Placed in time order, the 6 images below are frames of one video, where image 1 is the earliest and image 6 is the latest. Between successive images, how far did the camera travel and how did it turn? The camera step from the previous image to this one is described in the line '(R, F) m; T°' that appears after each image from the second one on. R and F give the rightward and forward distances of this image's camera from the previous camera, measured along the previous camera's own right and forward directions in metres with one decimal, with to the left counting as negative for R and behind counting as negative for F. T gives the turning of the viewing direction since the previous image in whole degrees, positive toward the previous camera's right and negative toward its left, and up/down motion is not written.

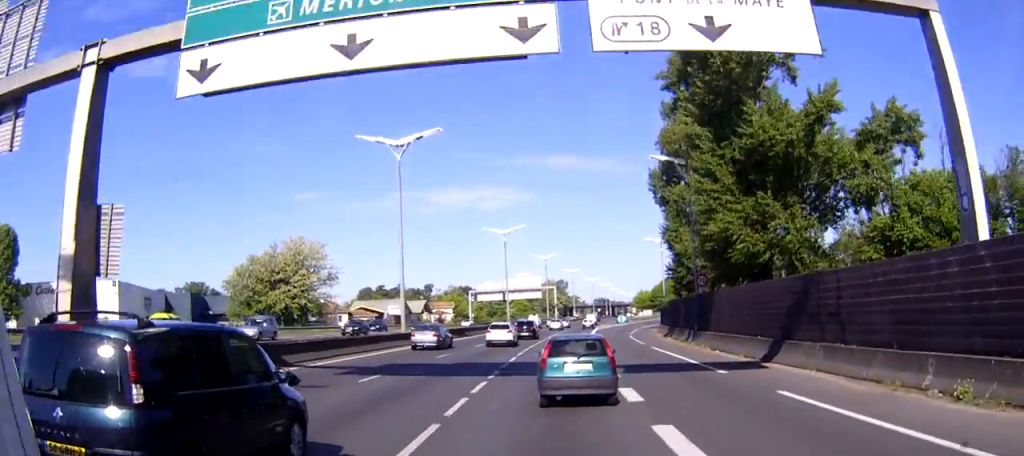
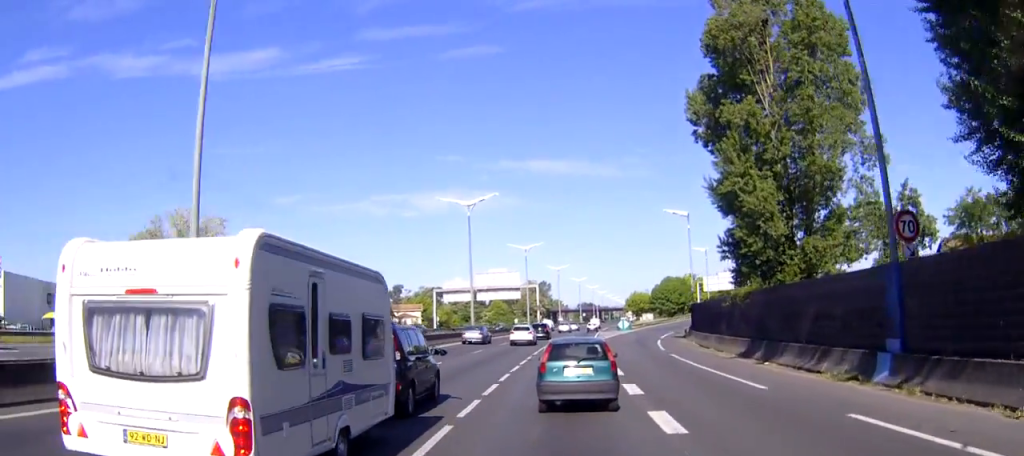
(0.0, +29.6) m; 0°
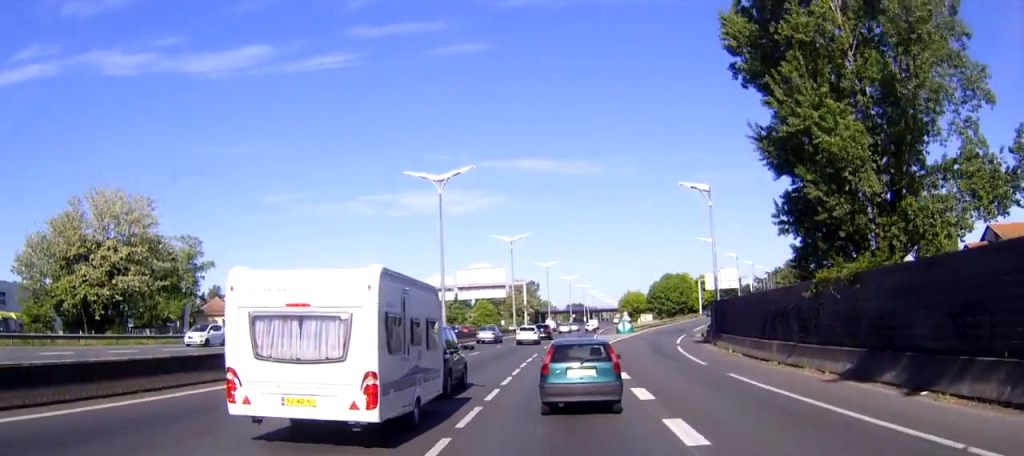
(0.0, +13.8) m; 0°
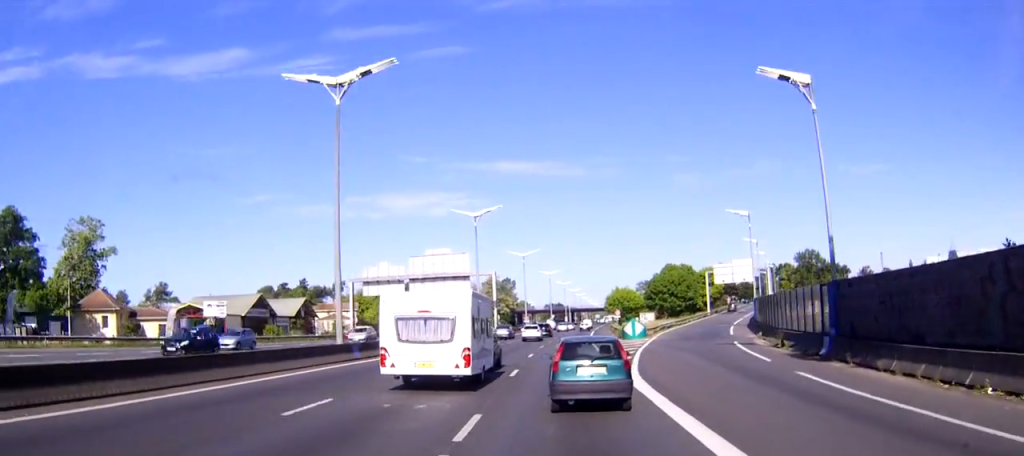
(0.0, +27.4) m; 0°
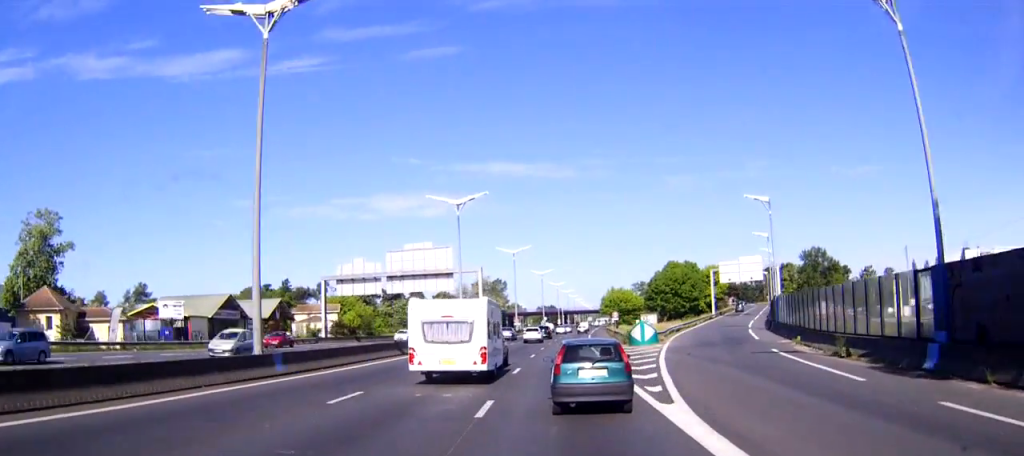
(0.0, +9.9) m; 0°
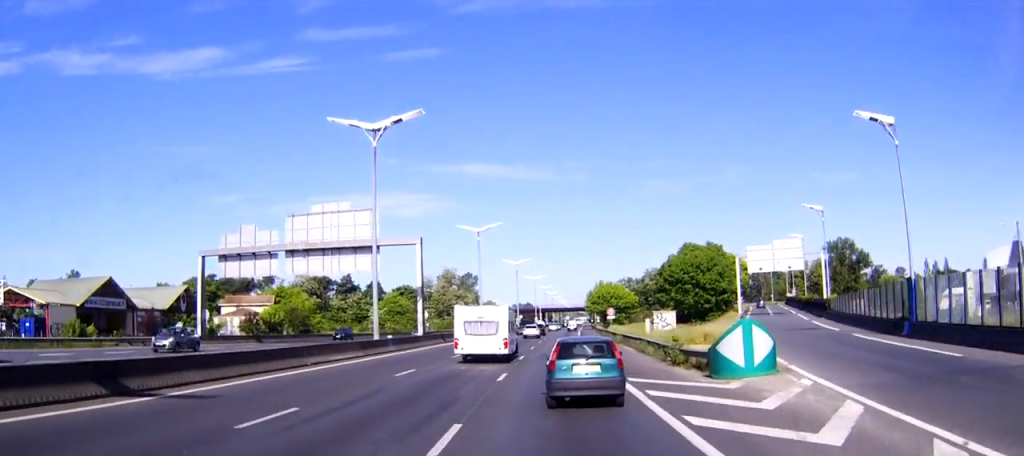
(+0.1, +30.1) m; +2°
